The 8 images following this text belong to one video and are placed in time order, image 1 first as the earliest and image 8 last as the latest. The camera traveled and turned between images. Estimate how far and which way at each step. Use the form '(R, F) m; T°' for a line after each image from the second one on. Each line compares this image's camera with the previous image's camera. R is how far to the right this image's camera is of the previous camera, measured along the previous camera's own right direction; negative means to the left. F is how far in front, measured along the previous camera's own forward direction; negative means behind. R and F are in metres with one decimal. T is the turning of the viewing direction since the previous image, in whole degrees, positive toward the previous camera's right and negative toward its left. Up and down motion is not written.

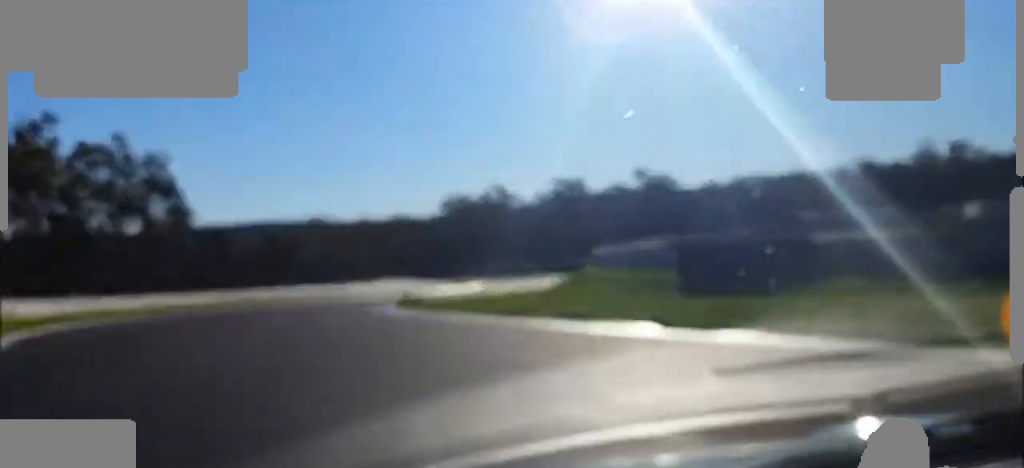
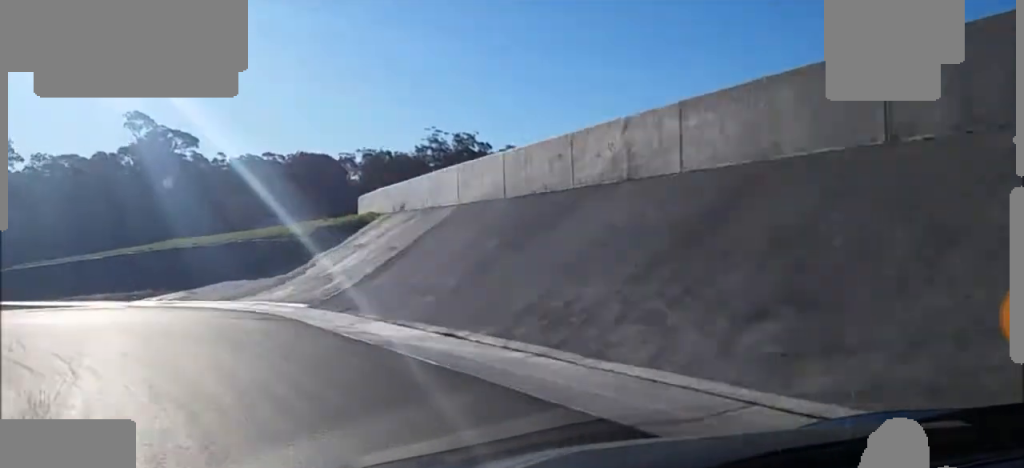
(+23.3, +65.2) m; +27°
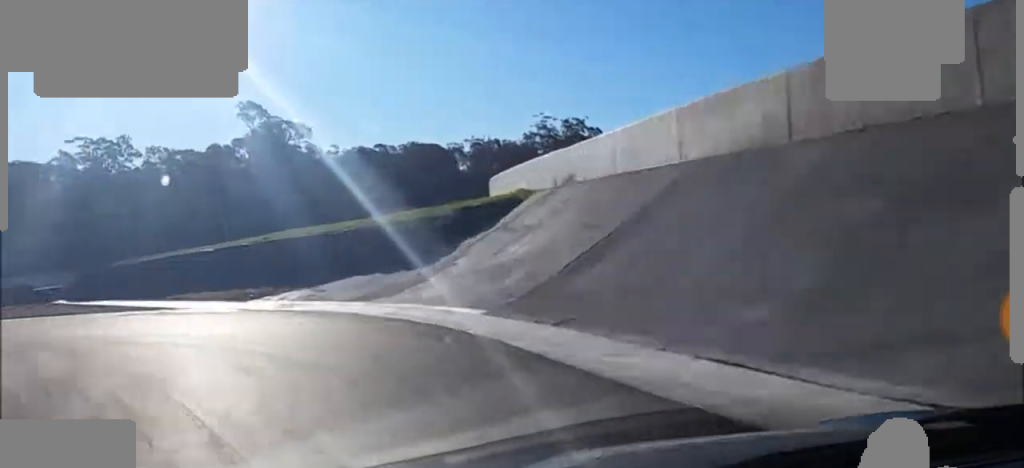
(0.0, +8.4) m; -4°
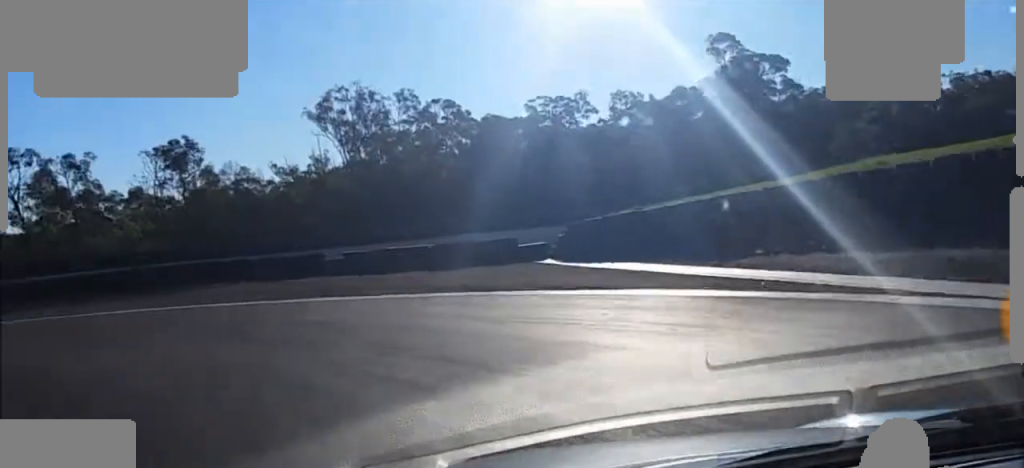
(-2.5, +17.7) m; -17°
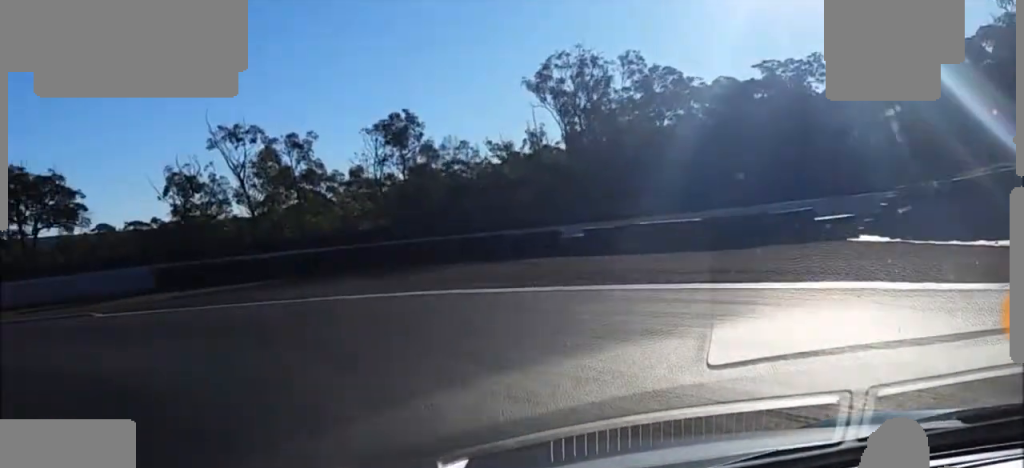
(+0.2, +7.3) m; -15°
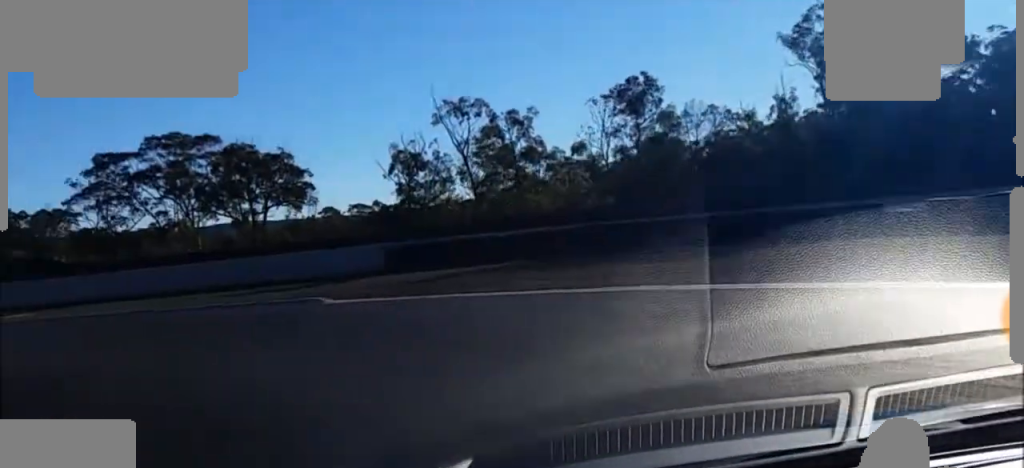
(+0.4, +7.8) m; -18°
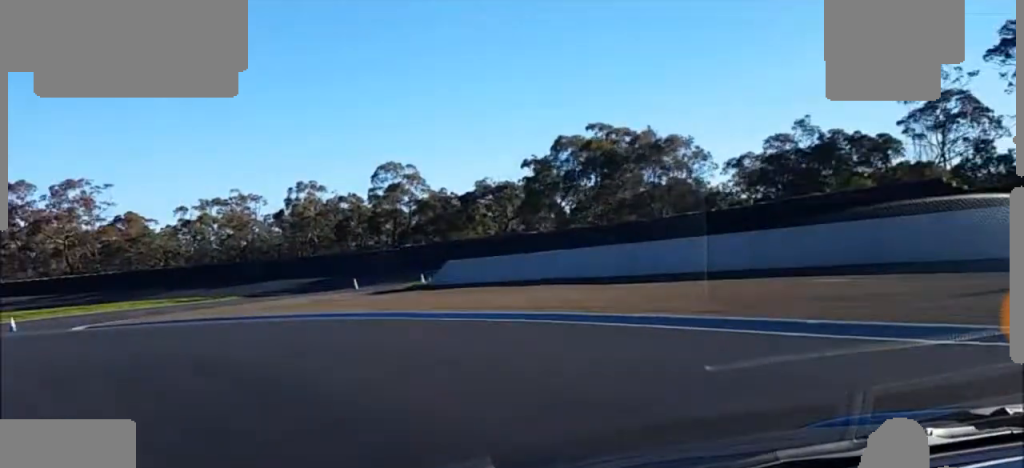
(-18.4, +23.7) m; -52°
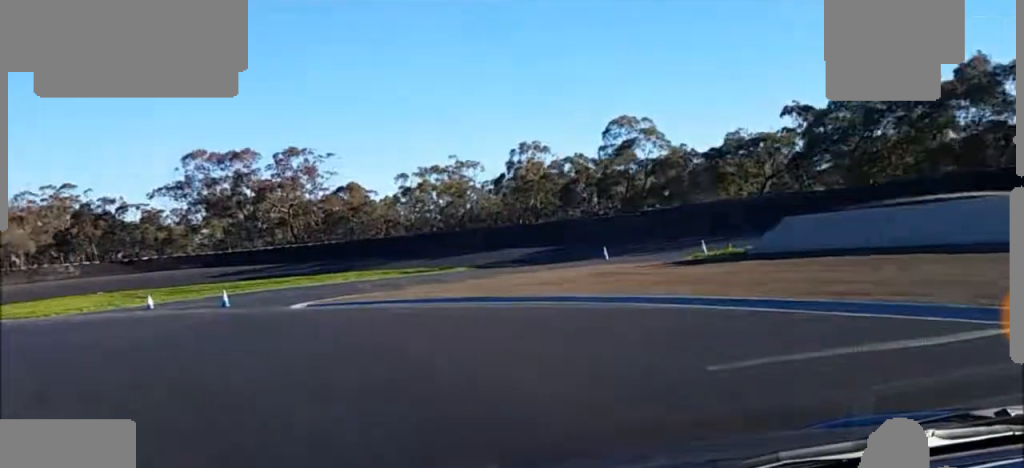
(-1.0, +12.3) m; -9°
